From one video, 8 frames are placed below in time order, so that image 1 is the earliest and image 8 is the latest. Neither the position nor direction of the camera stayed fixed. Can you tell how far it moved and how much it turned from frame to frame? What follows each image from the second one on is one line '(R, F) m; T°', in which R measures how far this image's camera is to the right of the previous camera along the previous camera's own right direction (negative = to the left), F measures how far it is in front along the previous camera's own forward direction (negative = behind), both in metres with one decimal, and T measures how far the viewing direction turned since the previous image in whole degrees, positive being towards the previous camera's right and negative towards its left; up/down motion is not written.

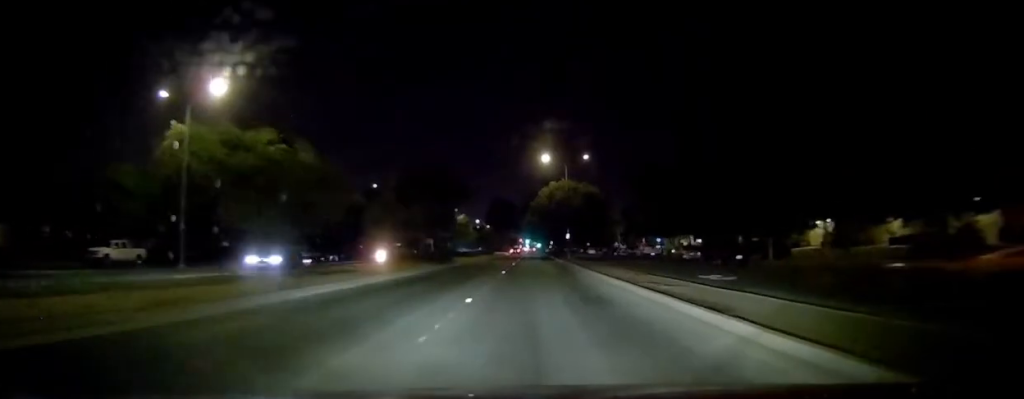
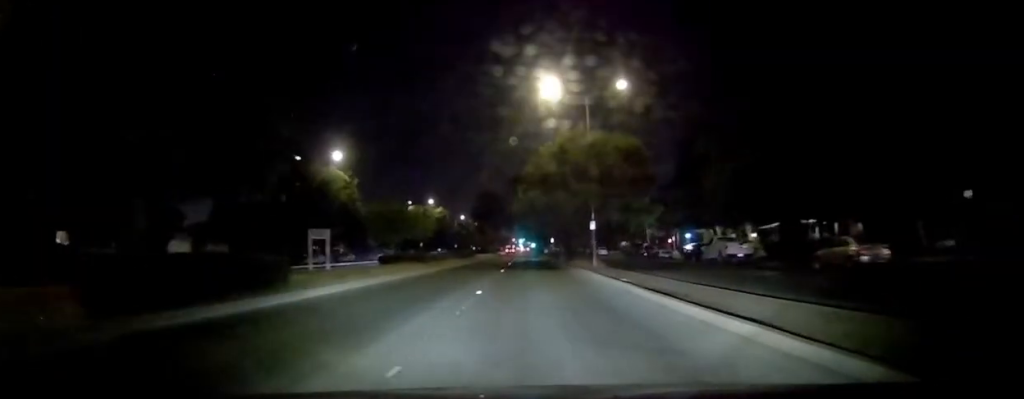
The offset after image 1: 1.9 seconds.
(+0.3, +27.5) m; +1°
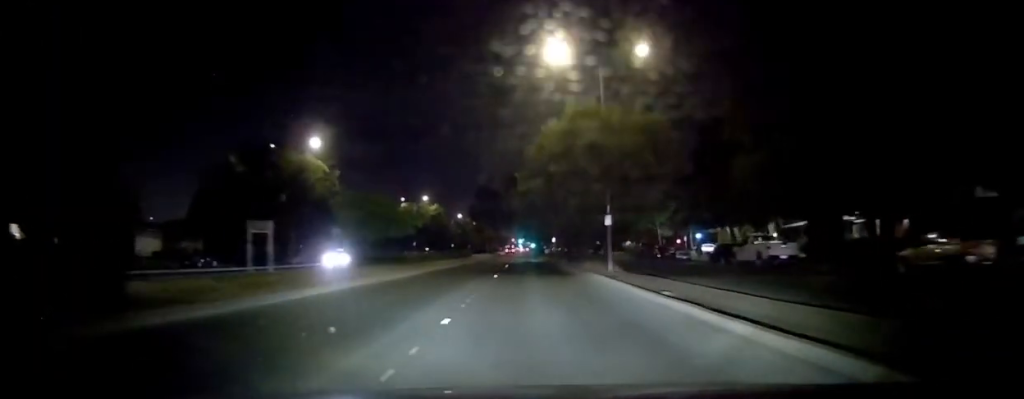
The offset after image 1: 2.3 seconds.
(0.0, +6.3) m; 0°
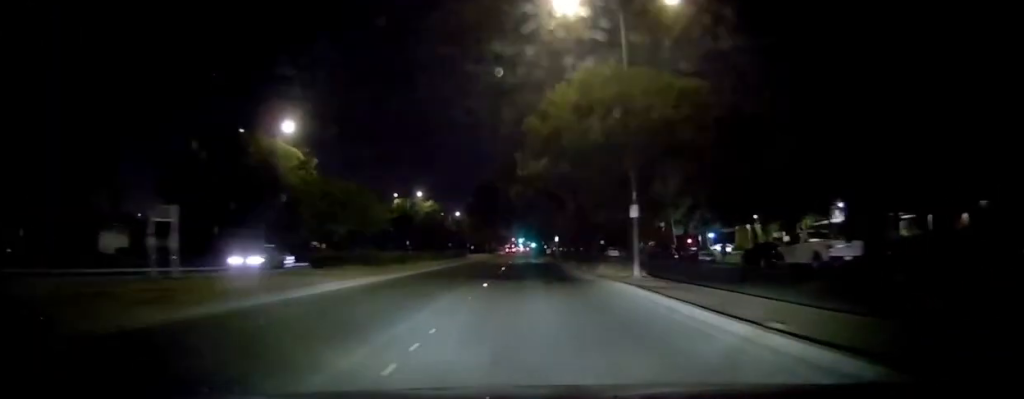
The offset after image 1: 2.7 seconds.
(0.0, +6.4) m; -1°
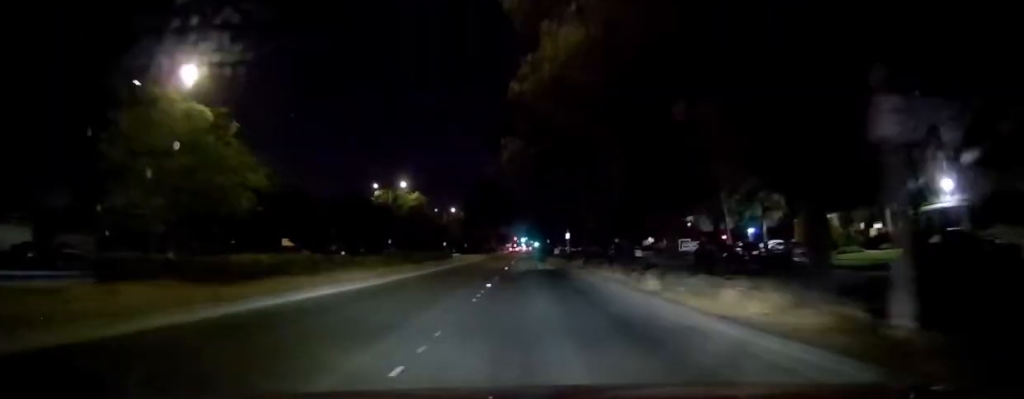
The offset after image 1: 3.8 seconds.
(-0.2, +15.7) m; -1°
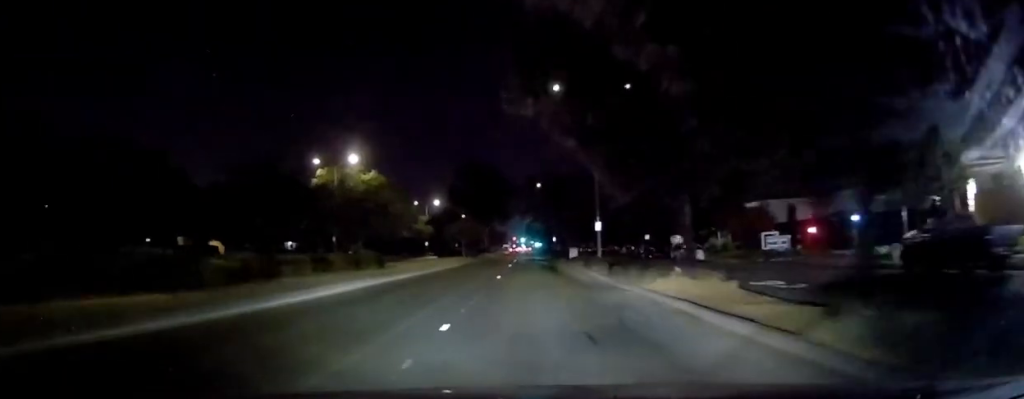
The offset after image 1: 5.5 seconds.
(+0.2, +24.7) m; +2°
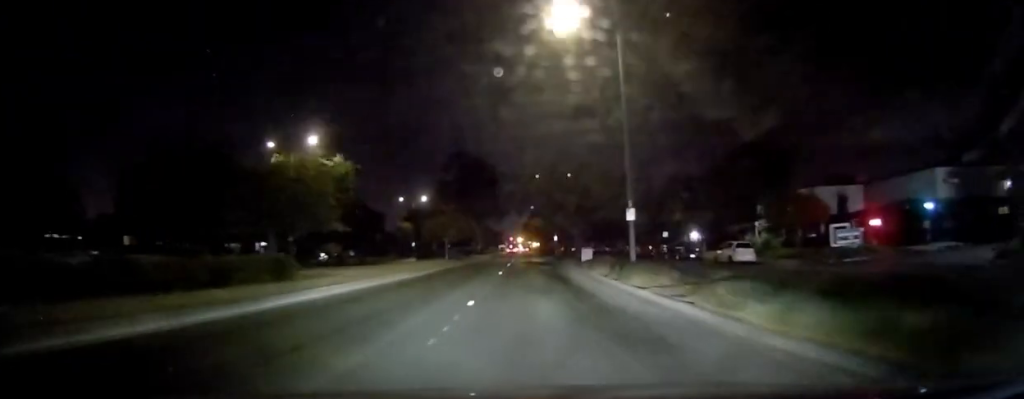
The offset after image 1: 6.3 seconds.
(+0.1, +11.2) m; 0°
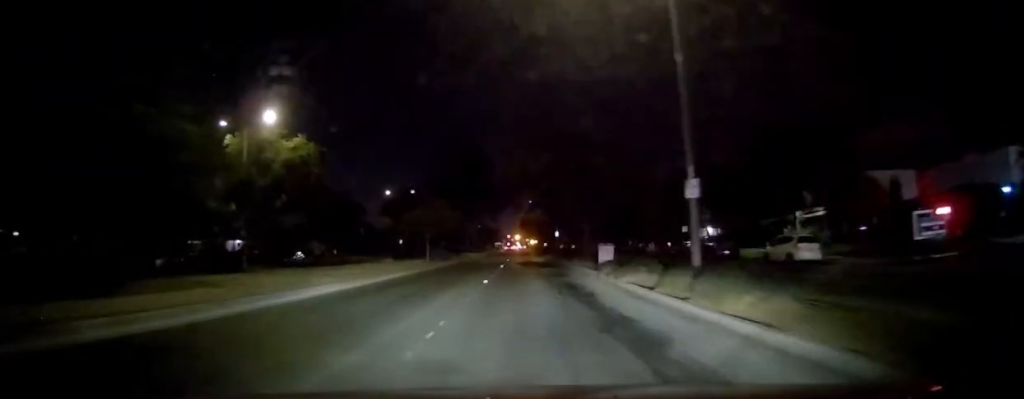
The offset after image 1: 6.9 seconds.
(0.0, +8.7) m; 0°
